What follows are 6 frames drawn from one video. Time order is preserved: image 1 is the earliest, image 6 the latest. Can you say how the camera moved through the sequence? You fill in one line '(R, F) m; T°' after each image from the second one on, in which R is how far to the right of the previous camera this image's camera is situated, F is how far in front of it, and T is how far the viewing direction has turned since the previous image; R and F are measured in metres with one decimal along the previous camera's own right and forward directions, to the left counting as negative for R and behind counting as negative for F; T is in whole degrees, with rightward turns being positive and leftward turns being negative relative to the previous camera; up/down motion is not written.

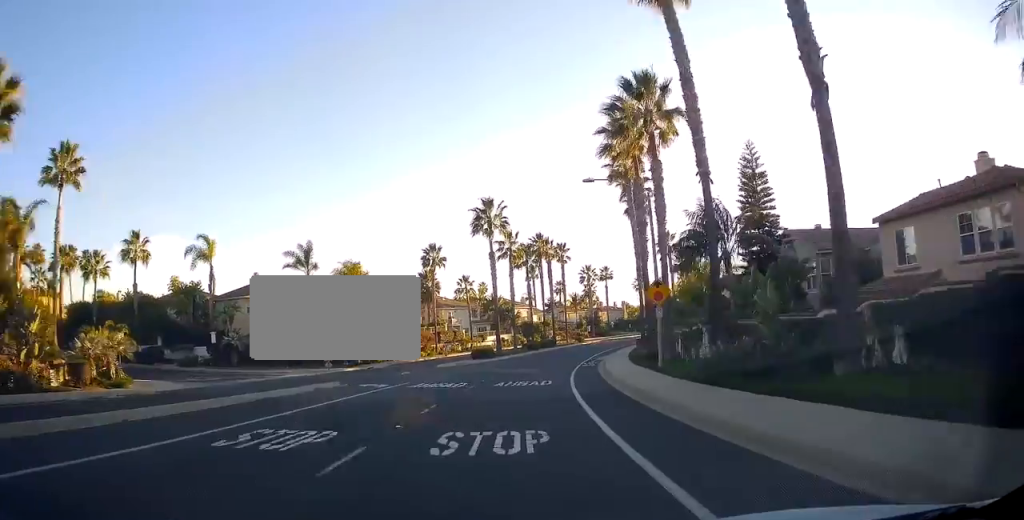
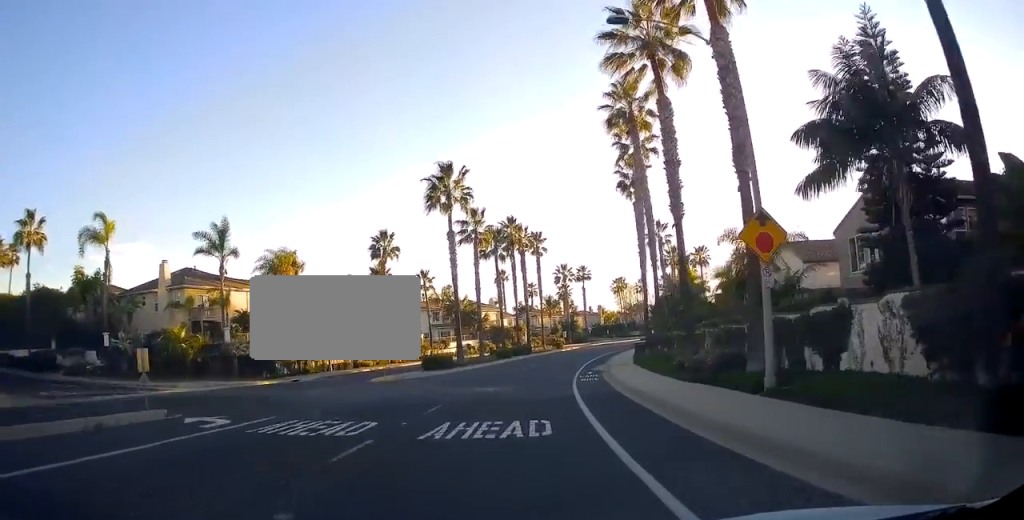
(+0.5, +13.7) m; +1°
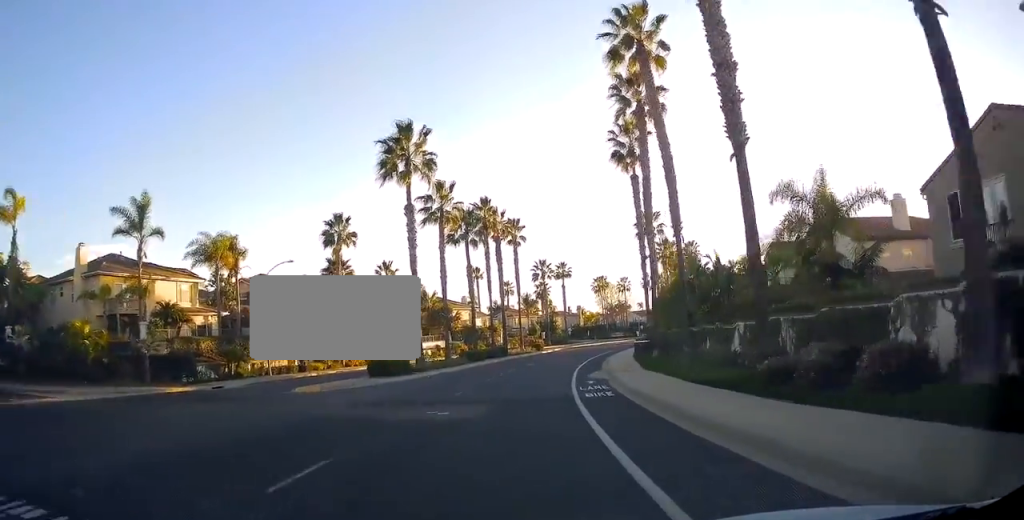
(-0.1, +9.5) m; +3°
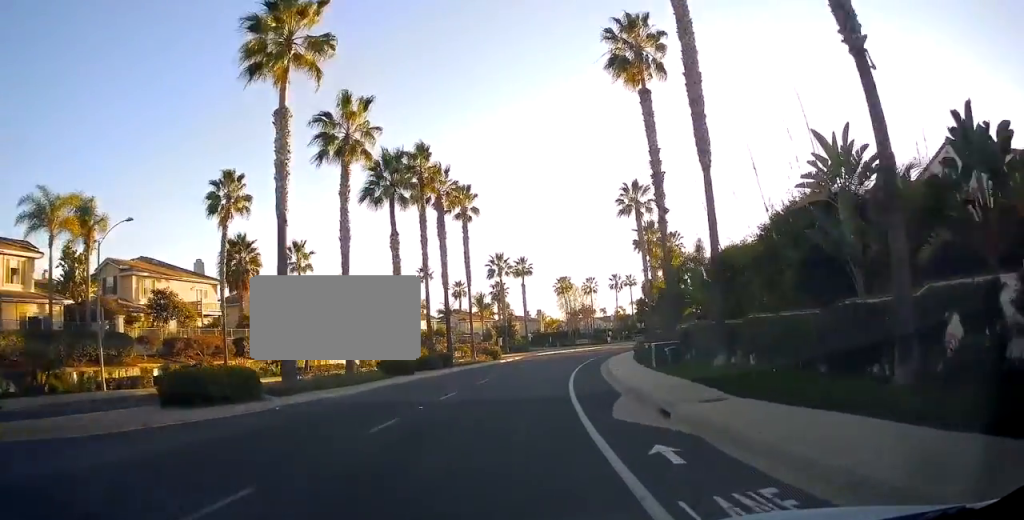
(+0.9, +17.2) m; +5°
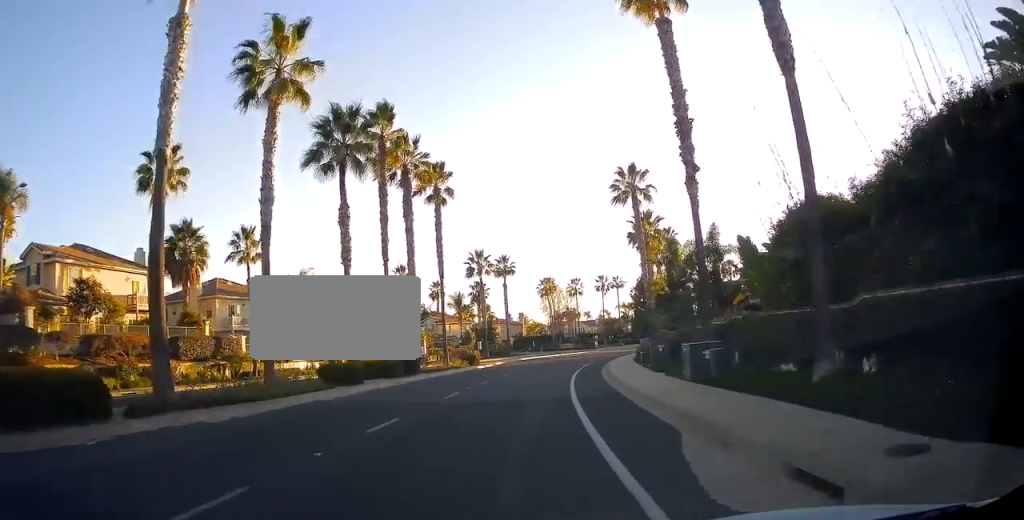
(+0.3, +7.8) m; +2°
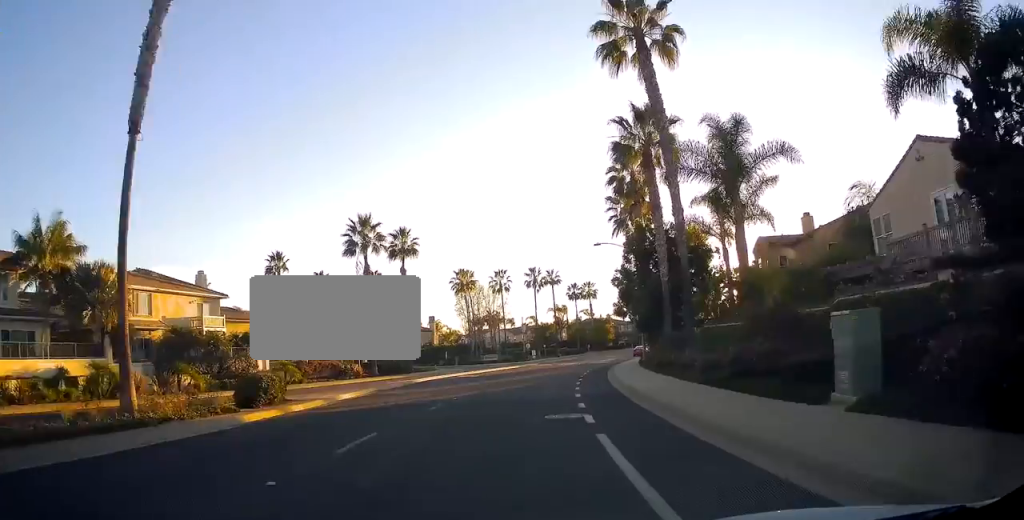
(+1.7, +31.8) m; +9°
